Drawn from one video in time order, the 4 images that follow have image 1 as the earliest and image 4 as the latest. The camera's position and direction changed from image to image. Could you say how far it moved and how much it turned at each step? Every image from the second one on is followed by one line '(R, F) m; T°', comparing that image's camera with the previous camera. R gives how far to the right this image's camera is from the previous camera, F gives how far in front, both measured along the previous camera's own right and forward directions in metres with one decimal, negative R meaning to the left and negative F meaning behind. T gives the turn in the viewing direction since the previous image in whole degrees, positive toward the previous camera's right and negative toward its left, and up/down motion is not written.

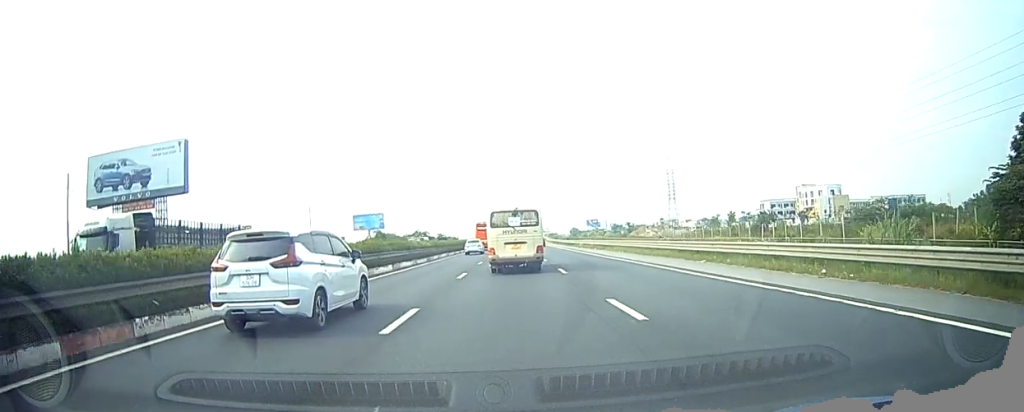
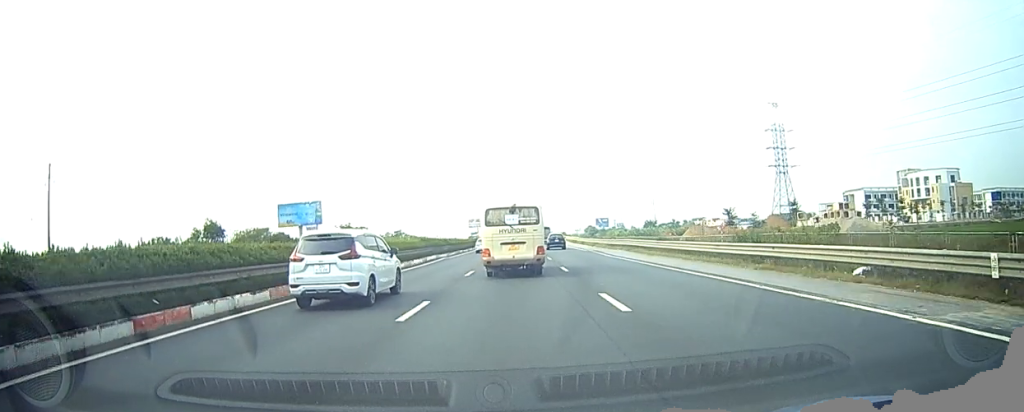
(-1.3, +102.5) m; -1°
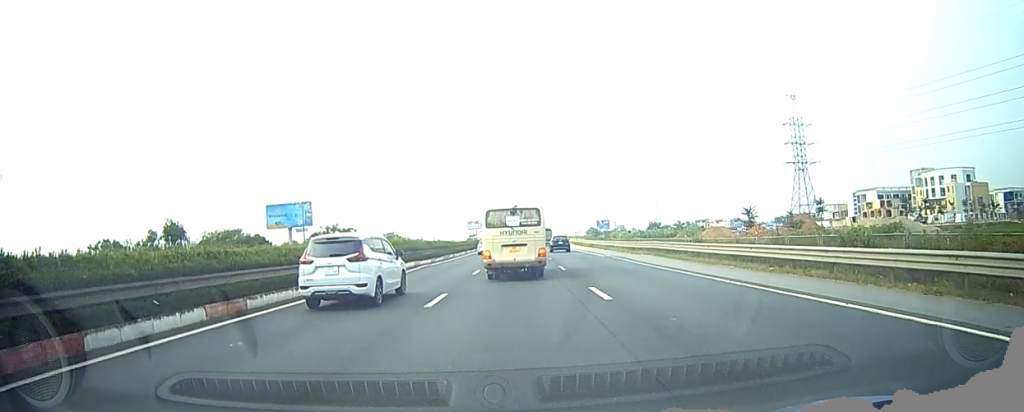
(+0.6, +10.2) m; -1°
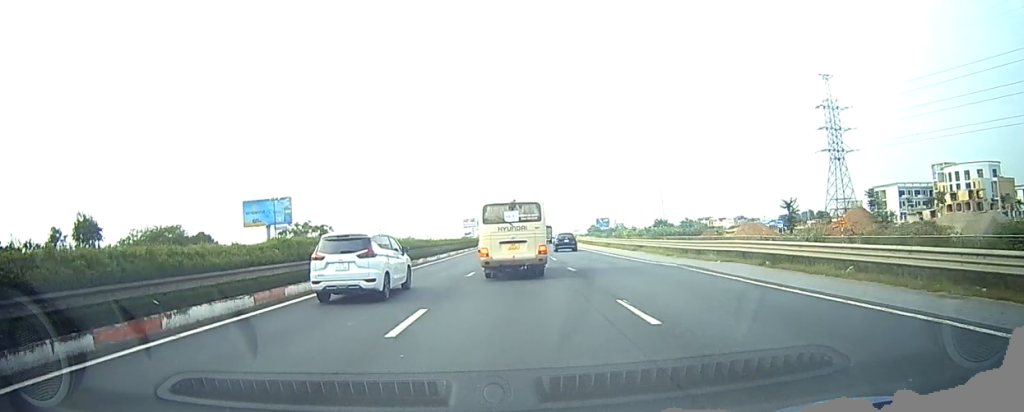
(-1.3, +16.6) m; -1°
